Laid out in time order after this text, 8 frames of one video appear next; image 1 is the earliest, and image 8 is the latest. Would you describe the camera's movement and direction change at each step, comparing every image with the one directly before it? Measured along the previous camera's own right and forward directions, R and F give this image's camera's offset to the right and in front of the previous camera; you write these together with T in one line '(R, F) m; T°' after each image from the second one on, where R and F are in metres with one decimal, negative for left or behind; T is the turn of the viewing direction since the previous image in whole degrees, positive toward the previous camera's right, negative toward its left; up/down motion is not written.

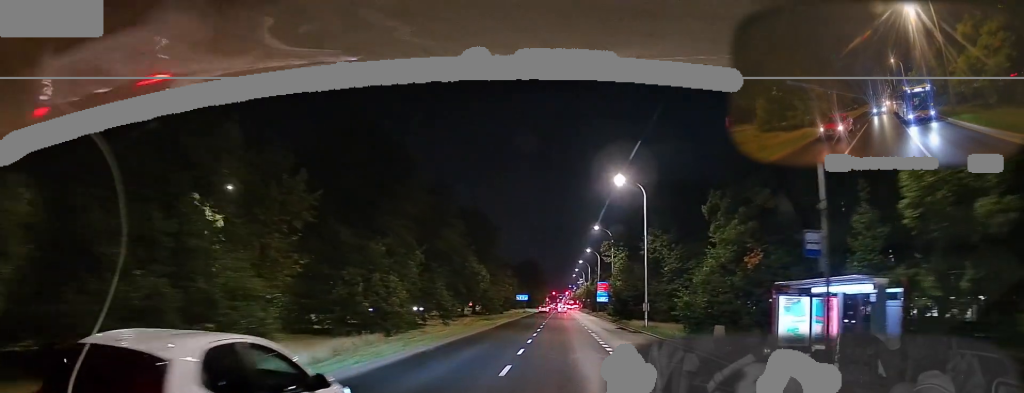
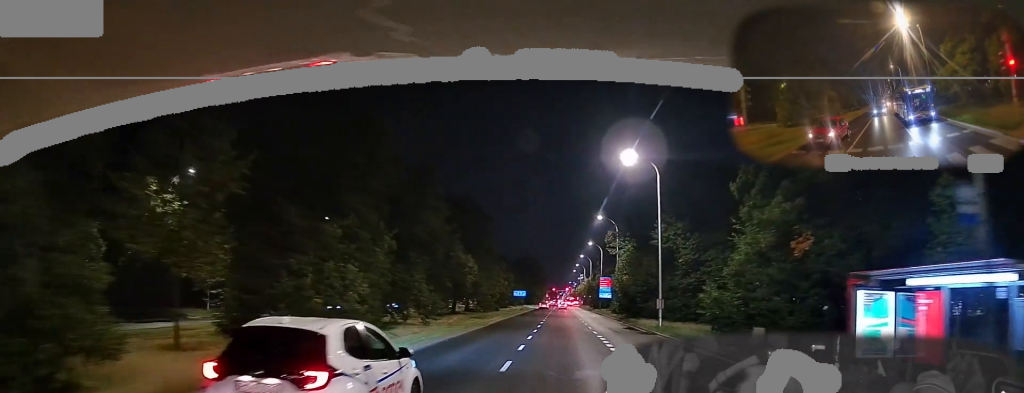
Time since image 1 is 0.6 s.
(0.0, +5.8) m; 0°
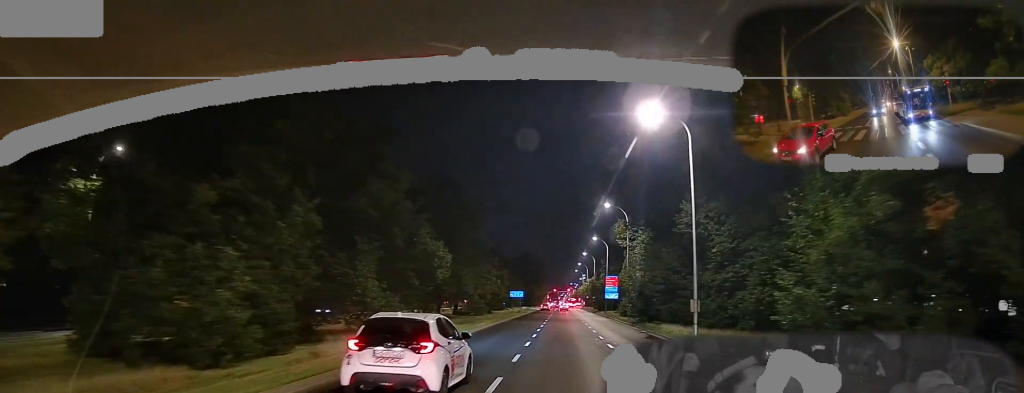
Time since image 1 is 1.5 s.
(0.0, +9.1) m; 0°
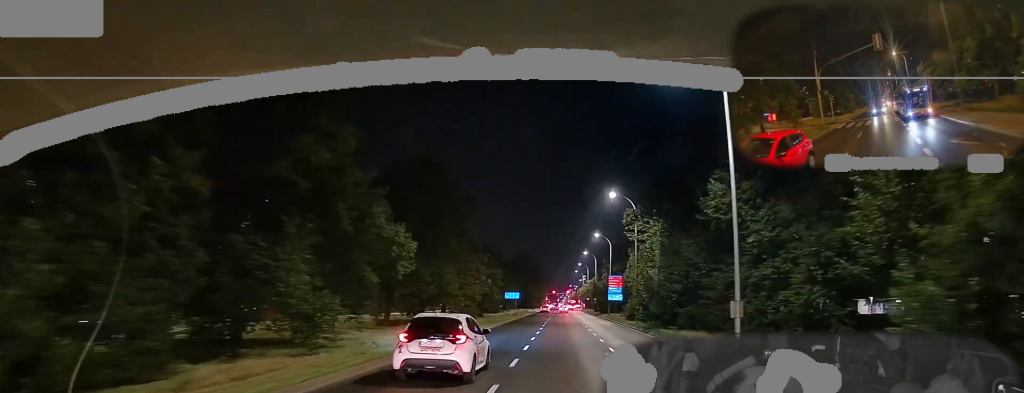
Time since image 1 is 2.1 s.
(0.0, +6.8) m; 0°
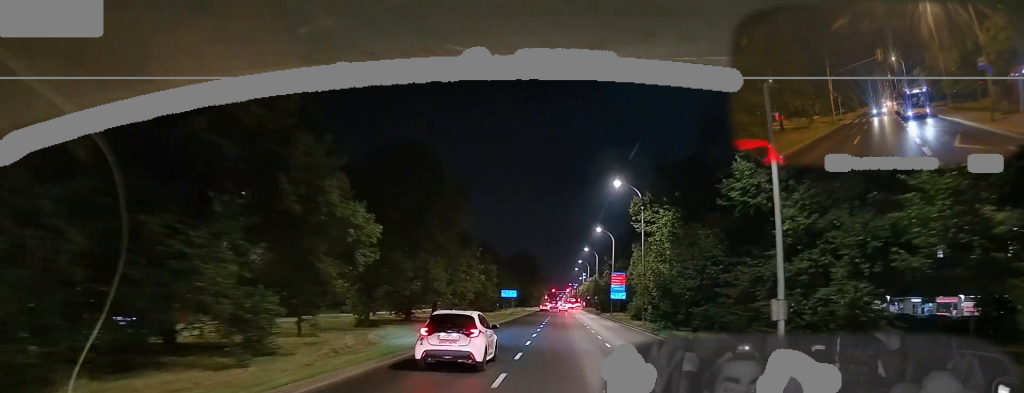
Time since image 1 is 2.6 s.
(0.0, +4.3) m; 0°
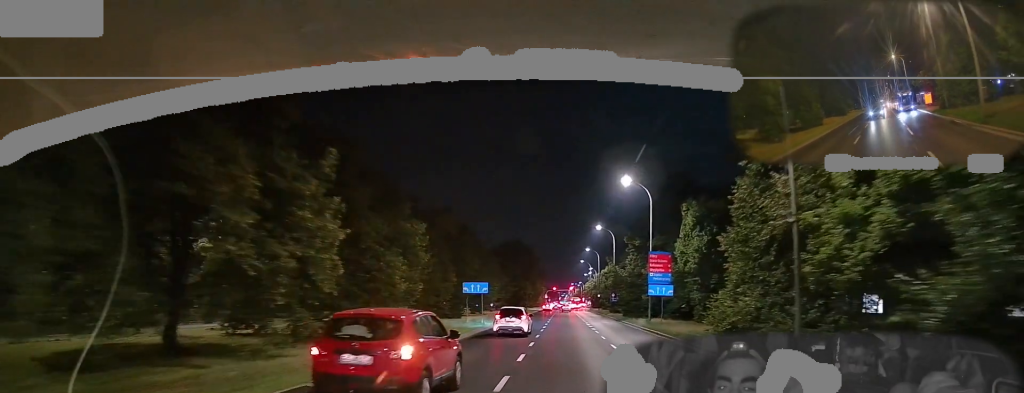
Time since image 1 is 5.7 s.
(-0.1, +30.2) m; -1°
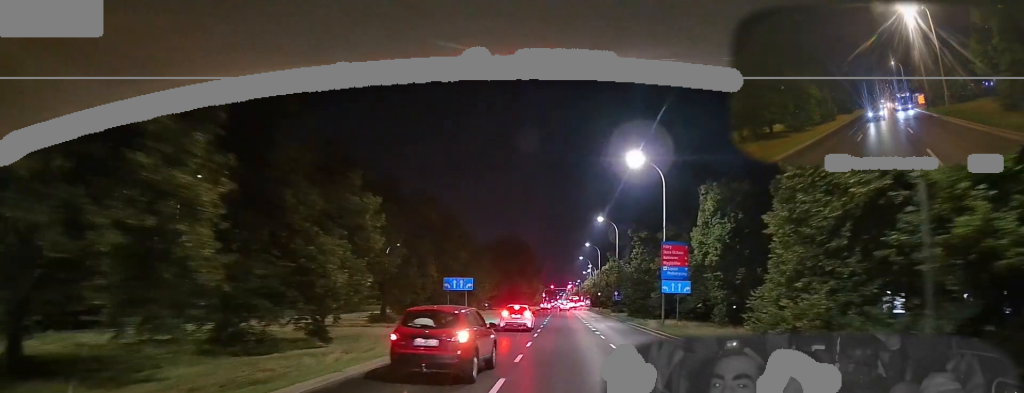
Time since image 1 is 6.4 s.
(0.0, +6.5) m; 0°
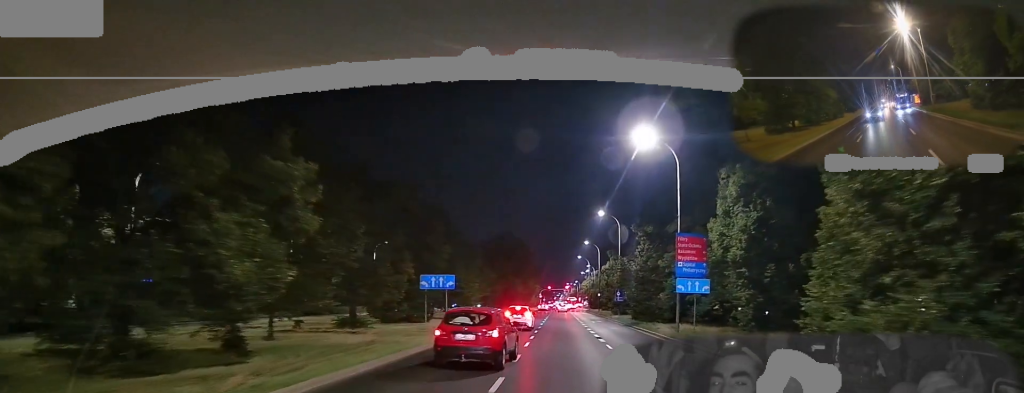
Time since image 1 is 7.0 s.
(-0.1, +5.5) m; +1°
